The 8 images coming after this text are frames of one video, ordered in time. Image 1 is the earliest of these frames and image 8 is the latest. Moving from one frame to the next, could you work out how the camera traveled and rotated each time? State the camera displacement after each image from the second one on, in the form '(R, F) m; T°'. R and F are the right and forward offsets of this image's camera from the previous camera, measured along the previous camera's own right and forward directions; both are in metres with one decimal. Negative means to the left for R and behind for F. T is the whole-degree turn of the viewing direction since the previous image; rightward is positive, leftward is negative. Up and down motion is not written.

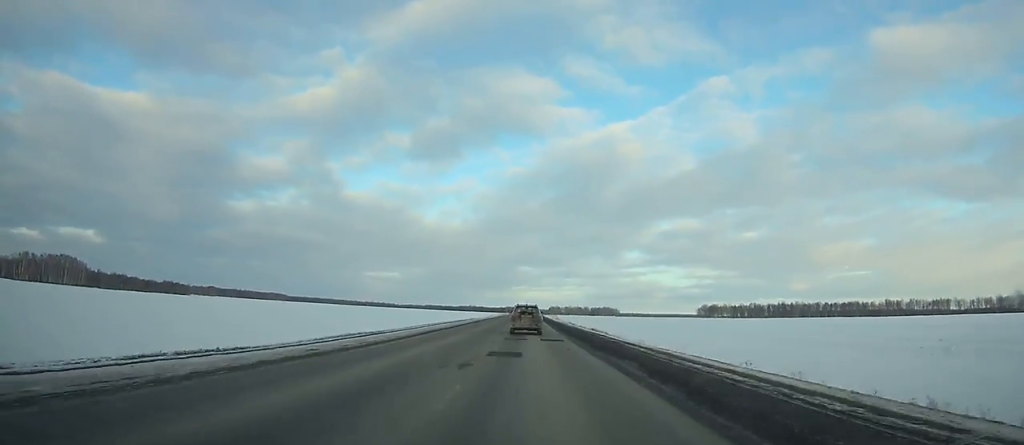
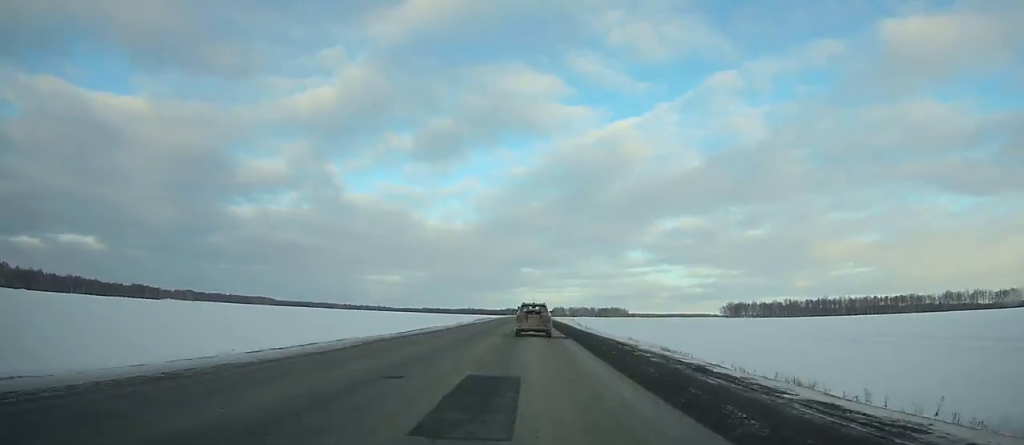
(+0.3, +105.1) m; 0°
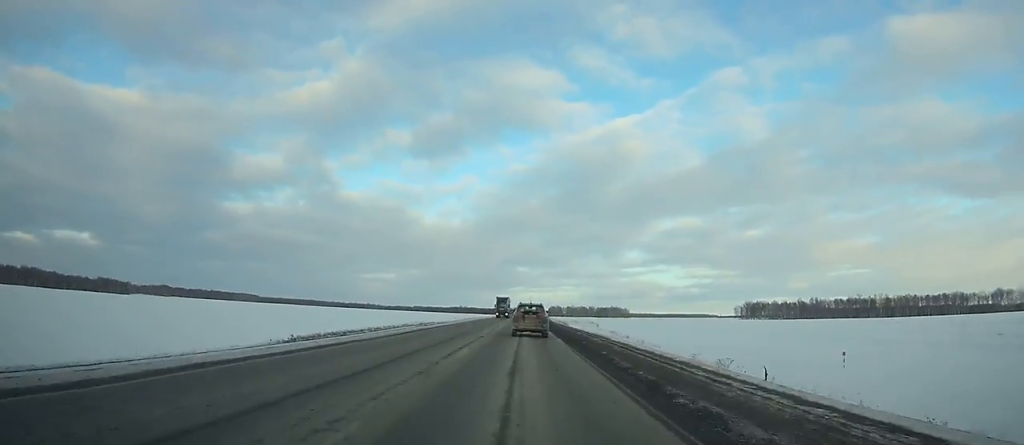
(-0.1, +78.4) m; 0°
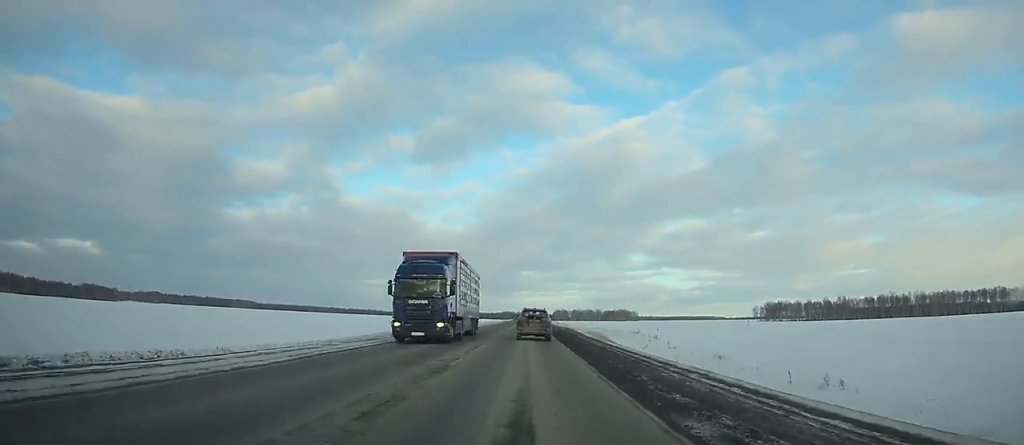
(-0.1, +50.2) m; 0°
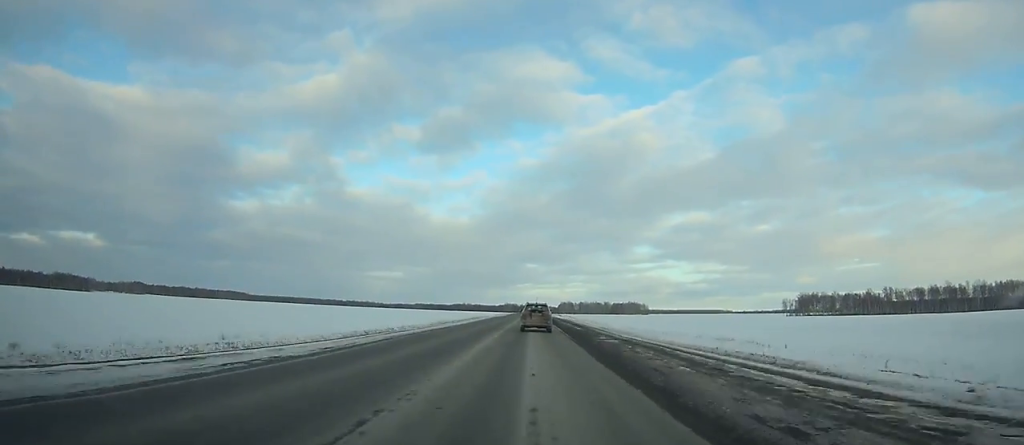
(-0.3, +72.3) m; 0°
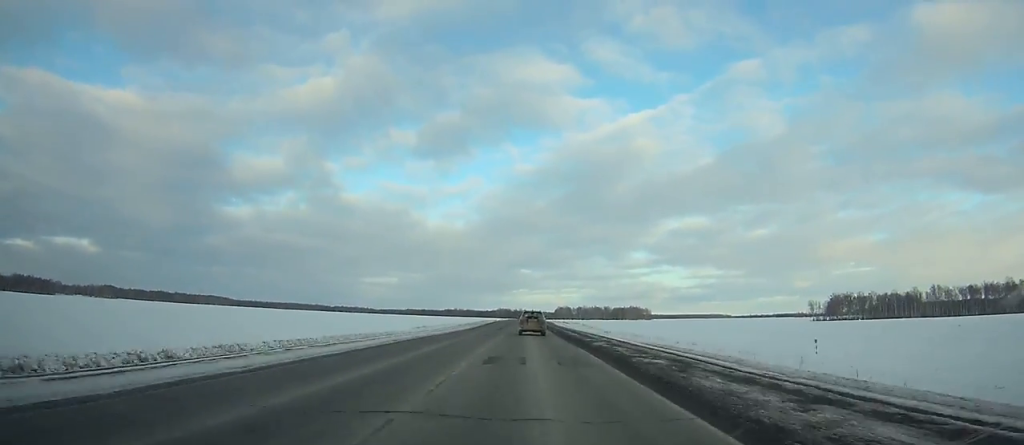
(+0.2, +71.7) m; 0°
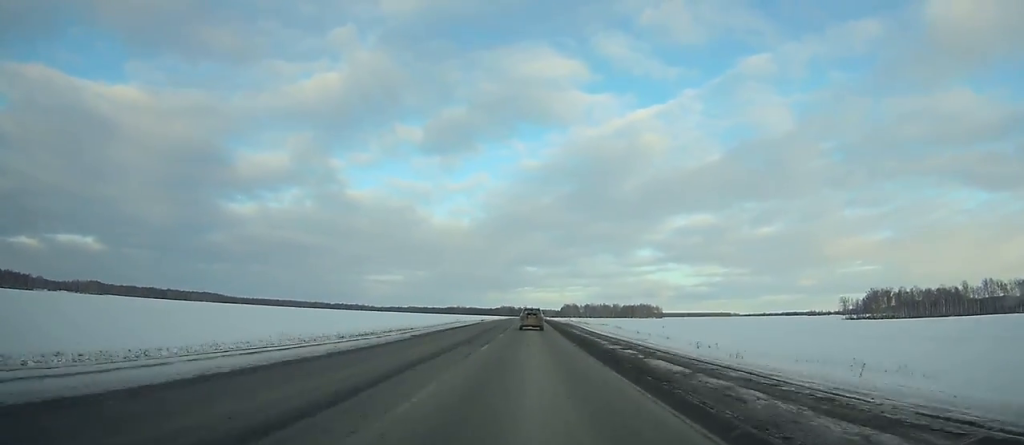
(+0.2, +53.9) m; 0°
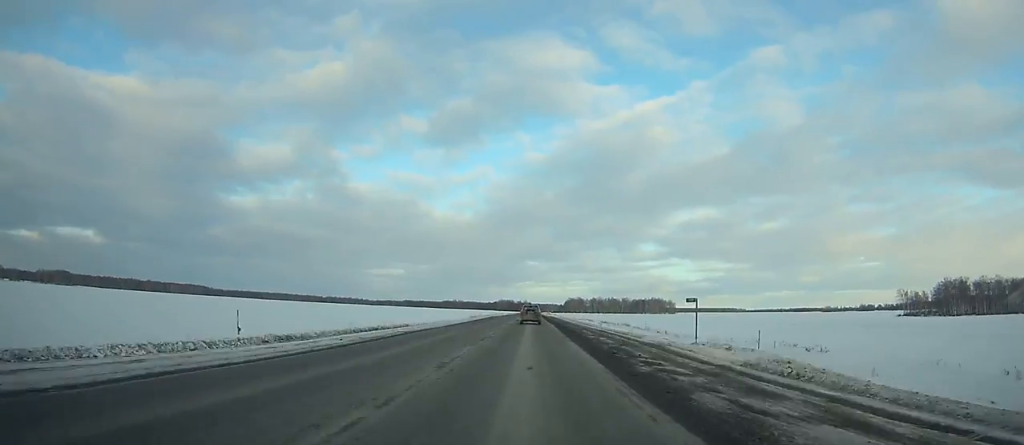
(-0.2, +87.8) m; 0°
